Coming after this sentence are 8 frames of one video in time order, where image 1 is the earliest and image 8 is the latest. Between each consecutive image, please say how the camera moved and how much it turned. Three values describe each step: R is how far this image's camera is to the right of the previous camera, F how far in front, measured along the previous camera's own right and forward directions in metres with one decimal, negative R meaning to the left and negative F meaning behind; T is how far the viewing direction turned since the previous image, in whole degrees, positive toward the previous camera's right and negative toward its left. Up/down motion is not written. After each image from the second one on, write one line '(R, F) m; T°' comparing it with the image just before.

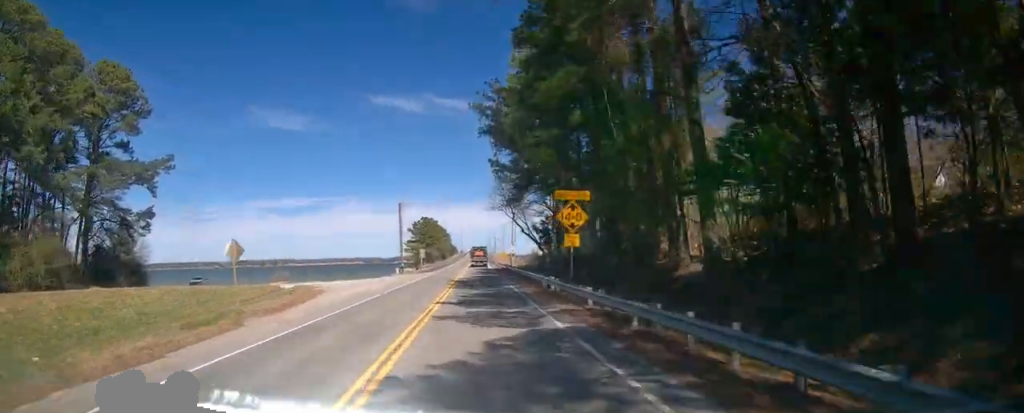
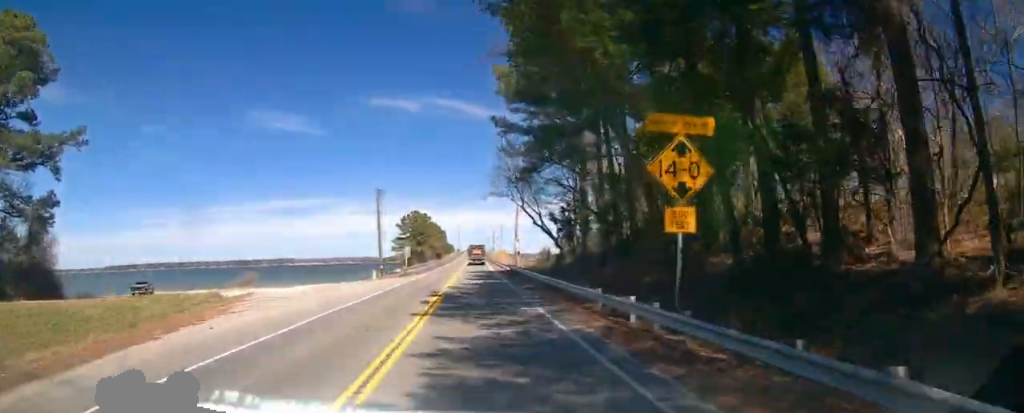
(+0.1, +14.8) m; +3°
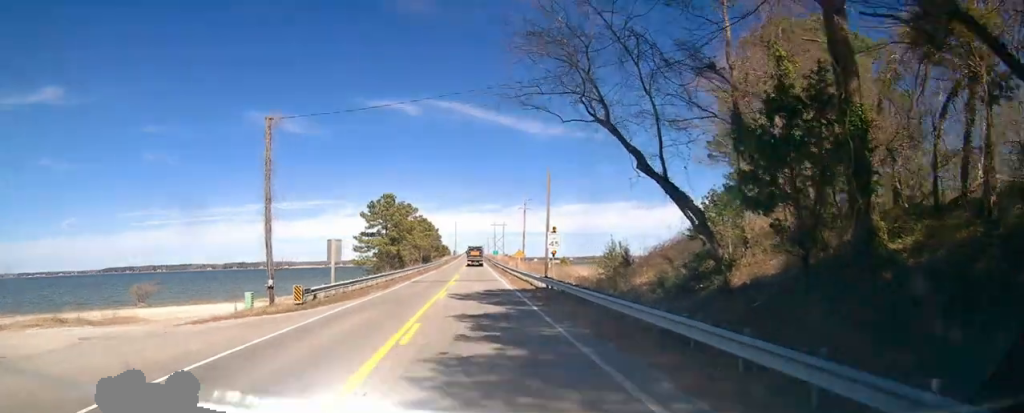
(+1.5, +32.3) m; +3°
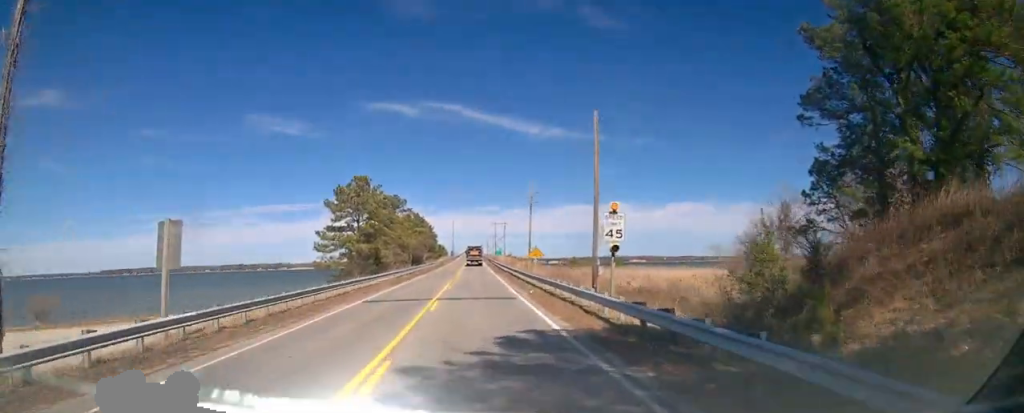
(0.0, +17.5) m; 0°
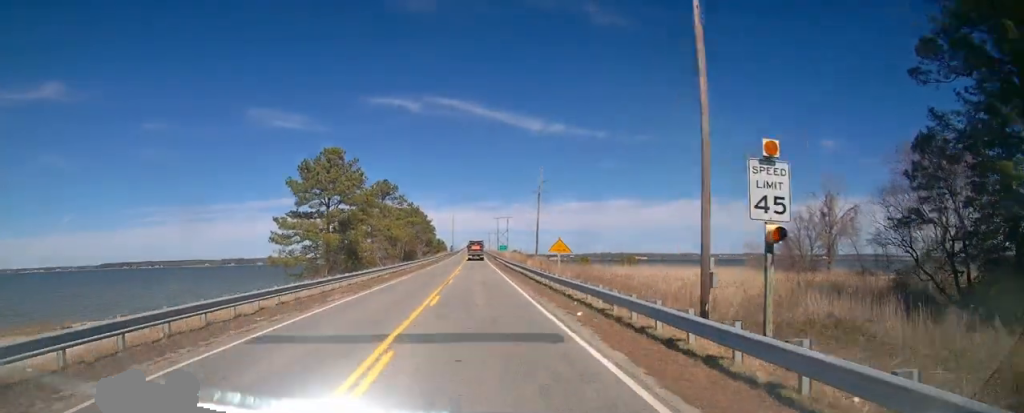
(0.0, +12.5) m; 0°
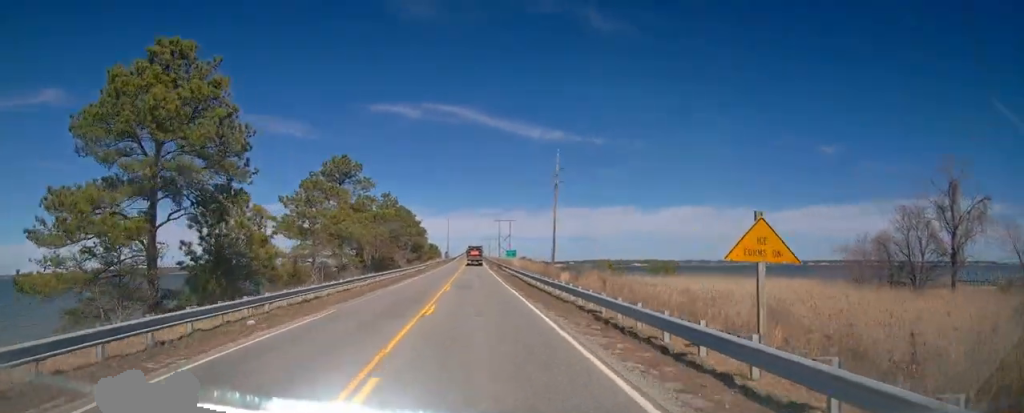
(-0.1, +25.6) m; 0°
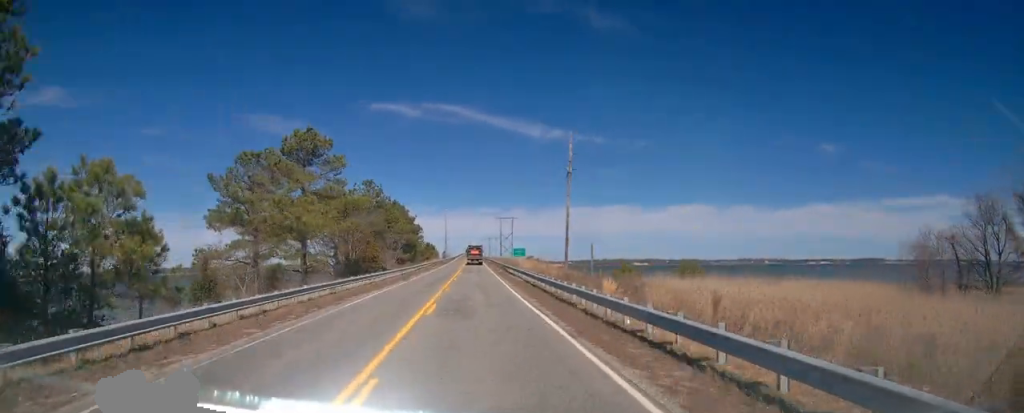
(-0.1, +12.3) m; 0°
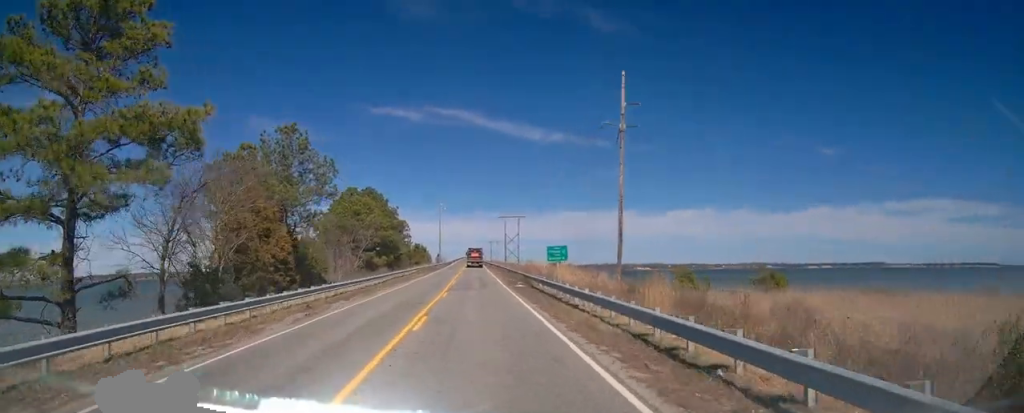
(+0.2, +27.3) m; 0°
